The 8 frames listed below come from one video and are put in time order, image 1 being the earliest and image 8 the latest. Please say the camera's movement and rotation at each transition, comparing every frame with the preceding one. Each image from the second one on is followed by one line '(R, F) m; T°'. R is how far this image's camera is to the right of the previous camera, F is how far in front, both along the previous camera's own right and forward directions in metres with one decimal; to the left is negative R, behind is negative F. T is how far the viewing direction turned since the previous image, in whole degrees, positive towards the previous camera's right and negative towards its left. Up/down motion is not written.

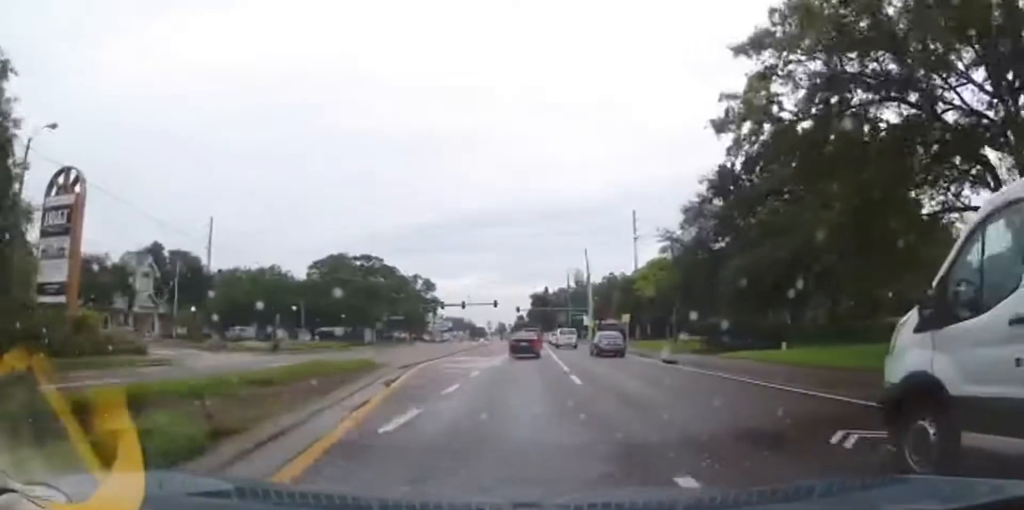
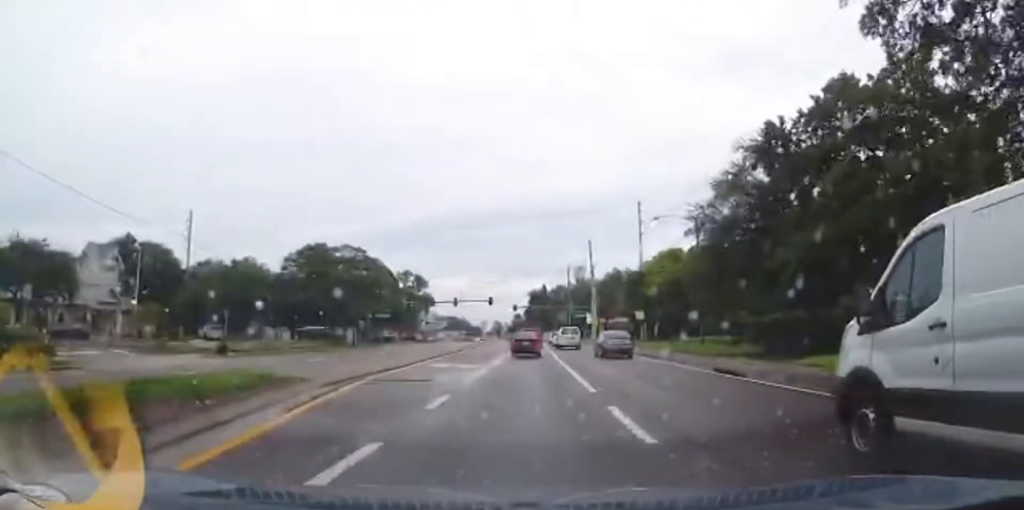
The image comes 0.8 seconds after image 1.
(-0.1, +8.1) m; +1°
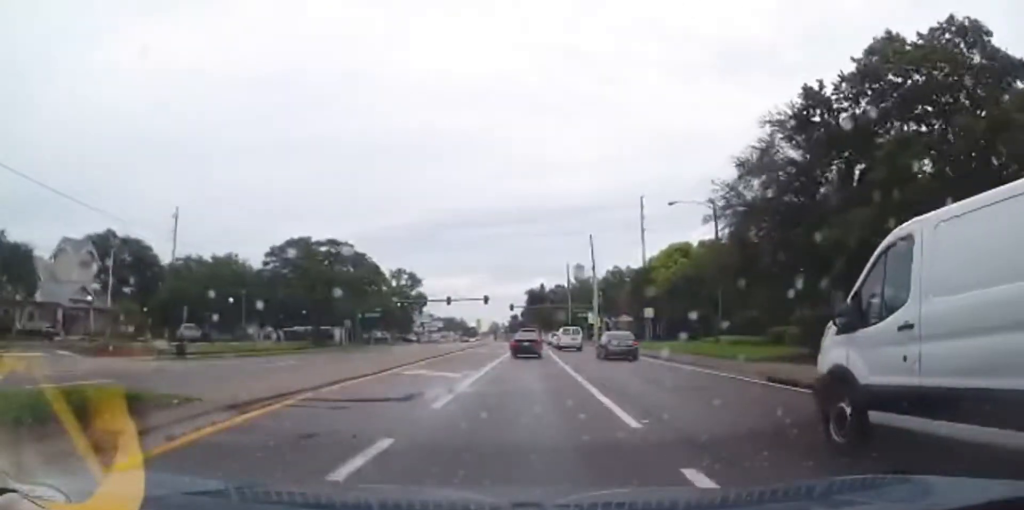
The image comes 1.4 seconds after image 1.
(0.0, +4.9) m; +1°
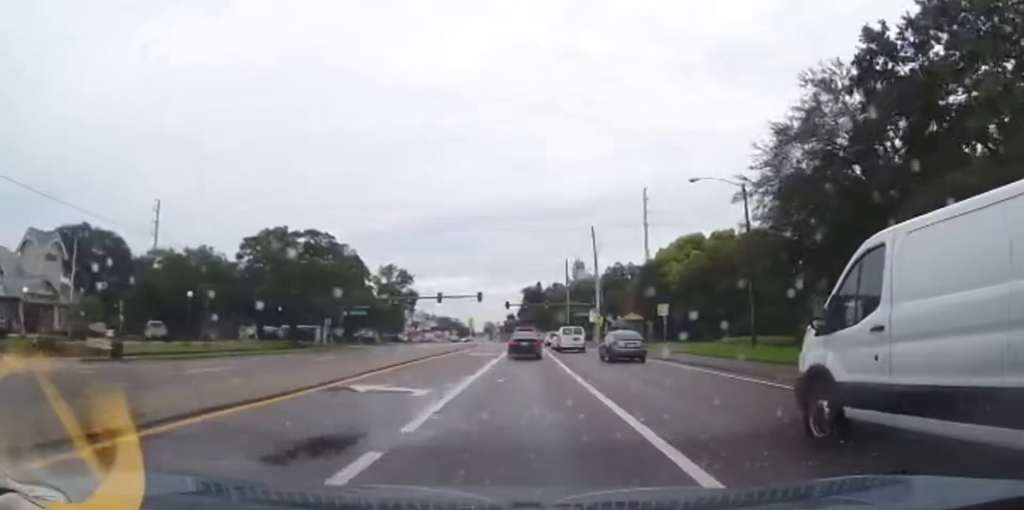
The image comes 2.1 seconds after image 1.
(+0.2, +5.9) m; +2°
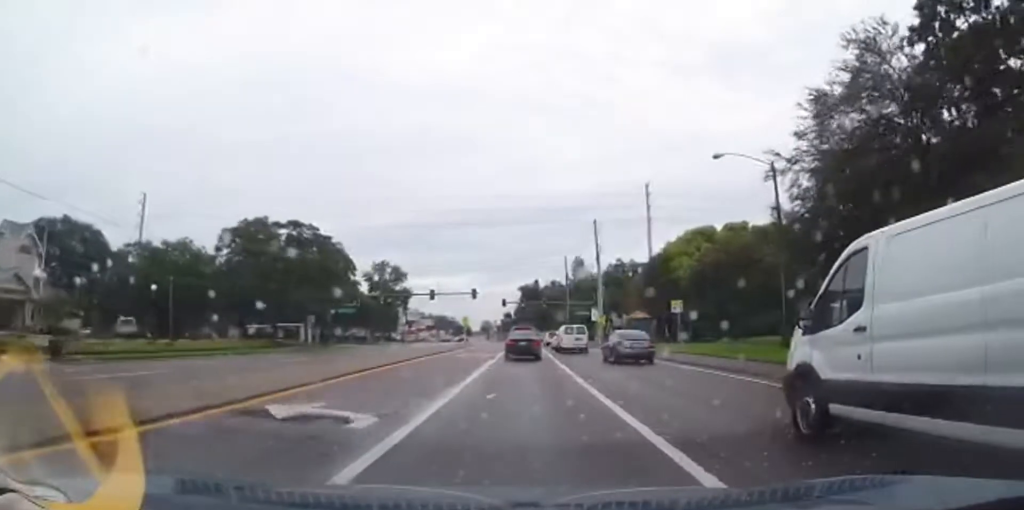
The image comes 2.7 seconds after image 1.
(0.0, +4.8) m; 0°
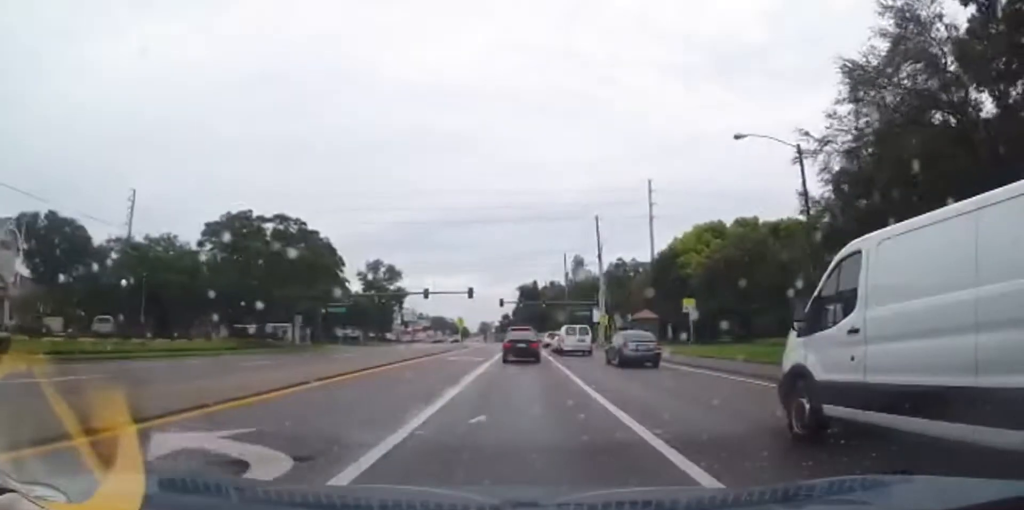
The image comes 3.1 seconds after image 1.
(0.0, +3.3) m; -1°
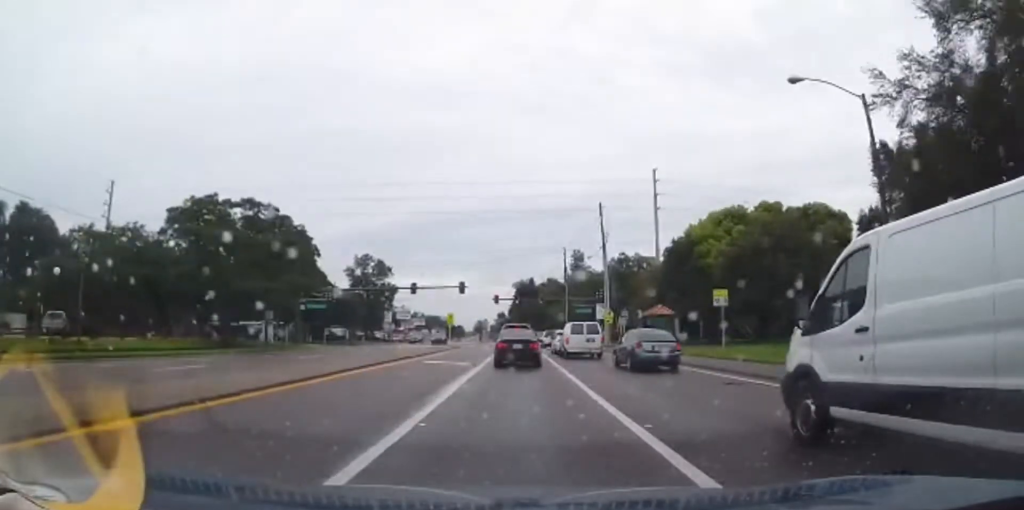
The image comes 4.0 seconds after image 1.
(-0.2, +6.2) m; +2°
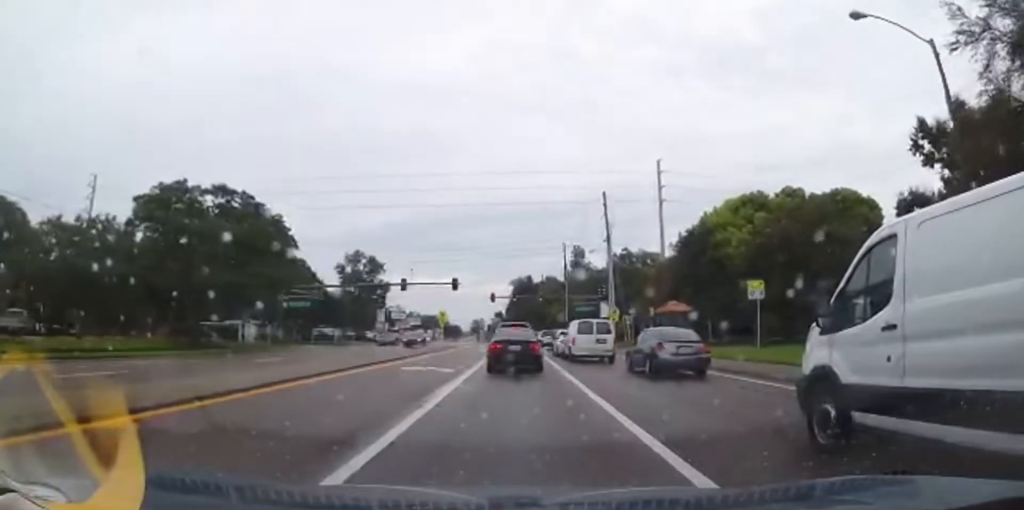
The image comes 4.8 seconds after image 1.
(+0.3, +4.8) m; +4°
